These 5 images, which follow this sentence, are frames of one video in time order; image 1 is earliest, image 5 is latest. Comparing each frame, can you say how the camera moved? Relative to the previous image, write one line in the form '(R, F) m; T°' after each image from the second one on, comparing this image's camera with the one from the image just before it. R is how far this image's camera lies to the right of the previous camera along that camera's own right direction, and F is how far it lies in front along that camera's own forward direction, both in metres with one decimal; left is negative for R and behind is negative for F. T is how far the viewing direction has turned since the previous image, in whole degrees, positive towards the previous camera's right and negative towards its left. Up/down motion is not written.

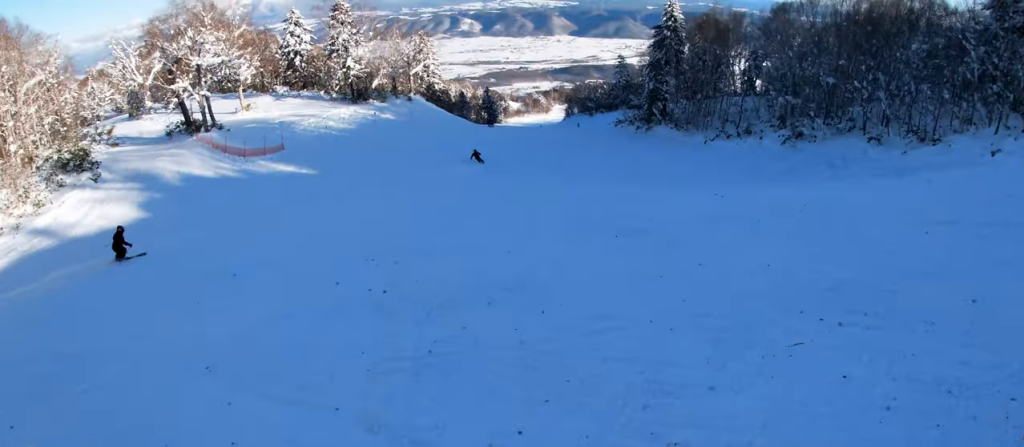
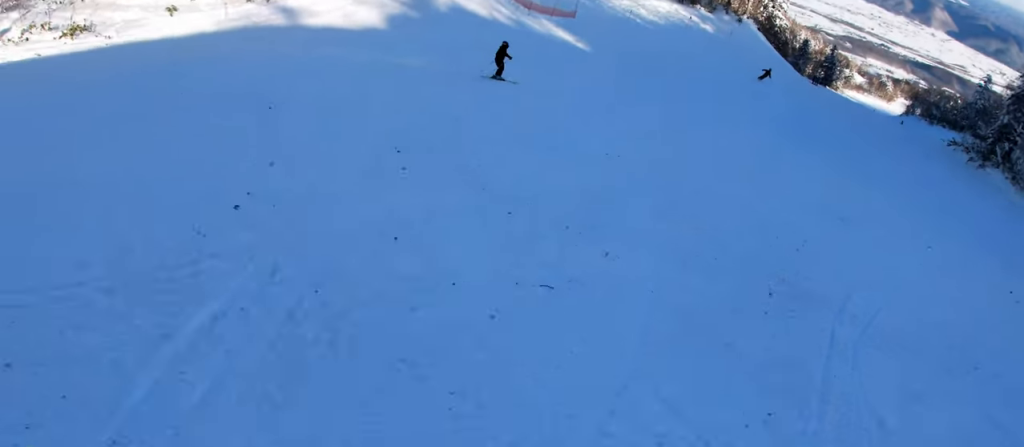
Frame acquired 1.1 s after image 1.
(-1.7, +4.9) m; -36°
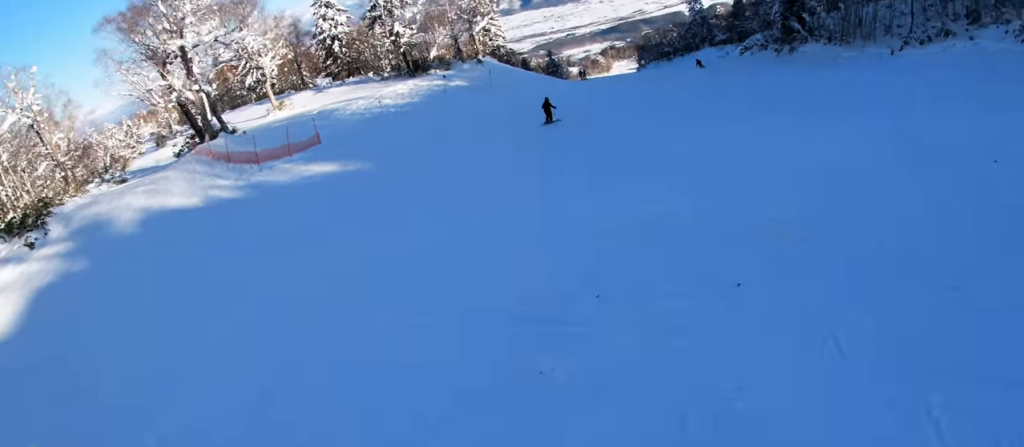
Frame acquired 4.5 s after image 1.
(+2.5, +13.9) m; +51°
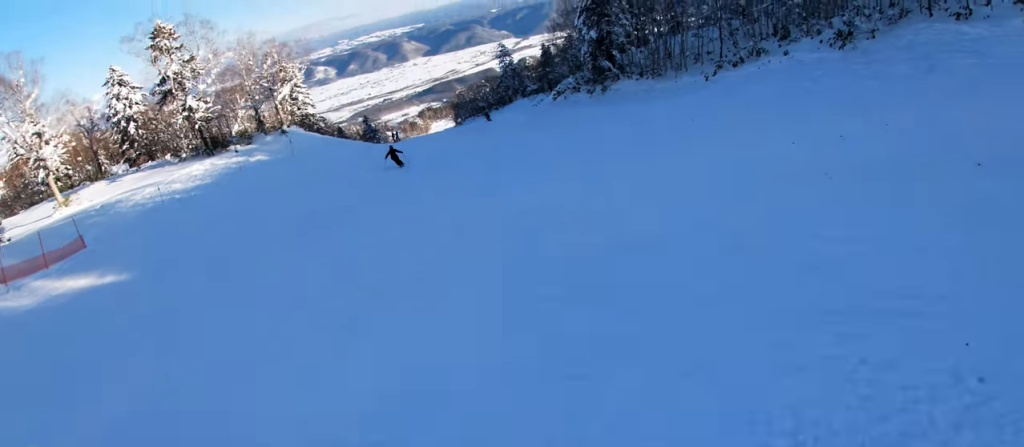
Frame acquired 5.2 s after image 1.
(+0.4, +4.2) m; +3°
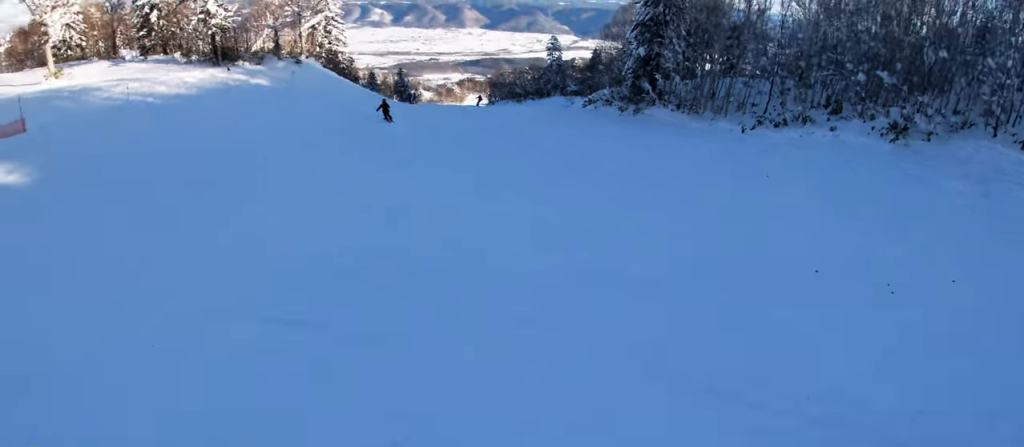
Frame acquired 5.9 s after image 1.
(0.0, +3.9) m; -4°
